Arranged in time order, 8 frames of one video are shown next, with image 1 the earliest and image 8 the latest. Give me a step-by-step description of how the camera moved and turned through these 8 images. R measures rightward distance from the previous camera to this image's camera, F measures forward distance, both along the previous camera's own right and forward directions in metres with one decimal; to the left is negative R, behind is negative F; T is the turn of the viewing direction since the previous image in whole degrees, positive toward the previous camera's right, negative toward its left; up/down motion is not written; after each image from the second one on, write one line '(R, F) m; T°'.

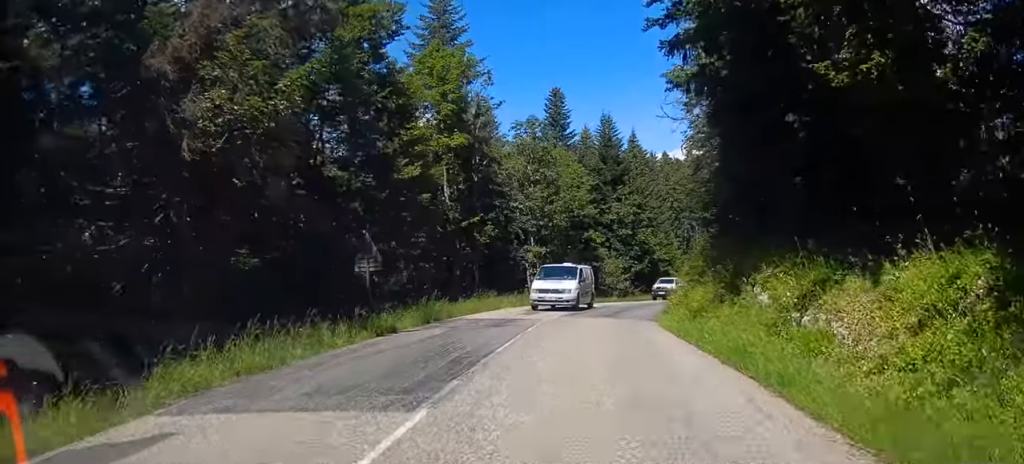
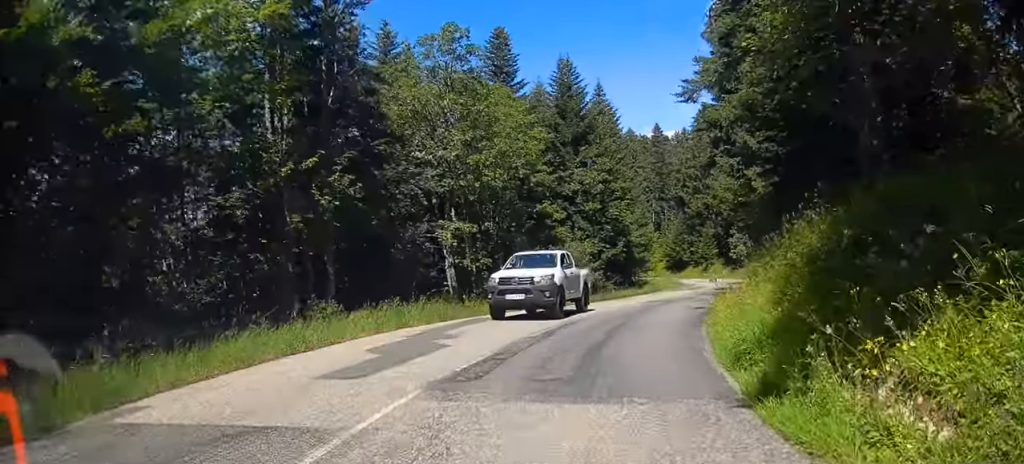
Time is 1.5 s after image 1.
(+1.4, +16.4) m; +8°
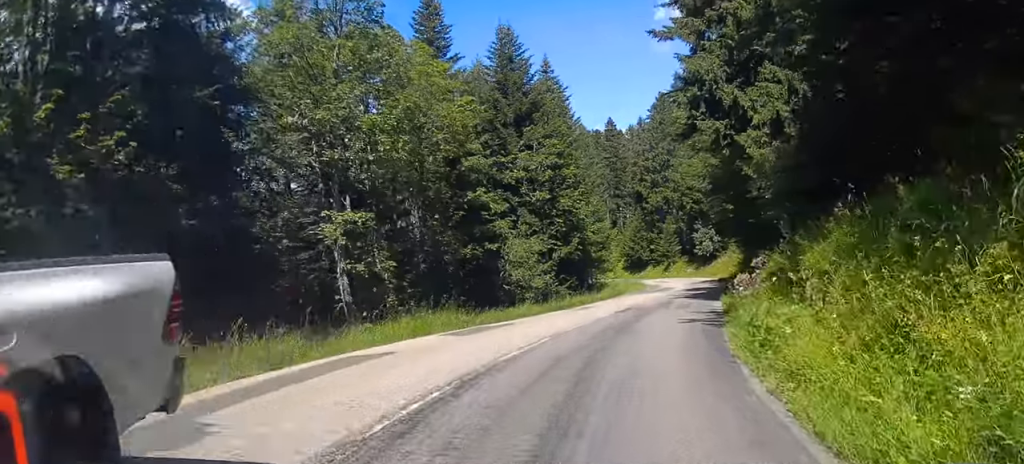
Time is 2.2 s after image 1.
(+0.2, +8.2) m; +2°
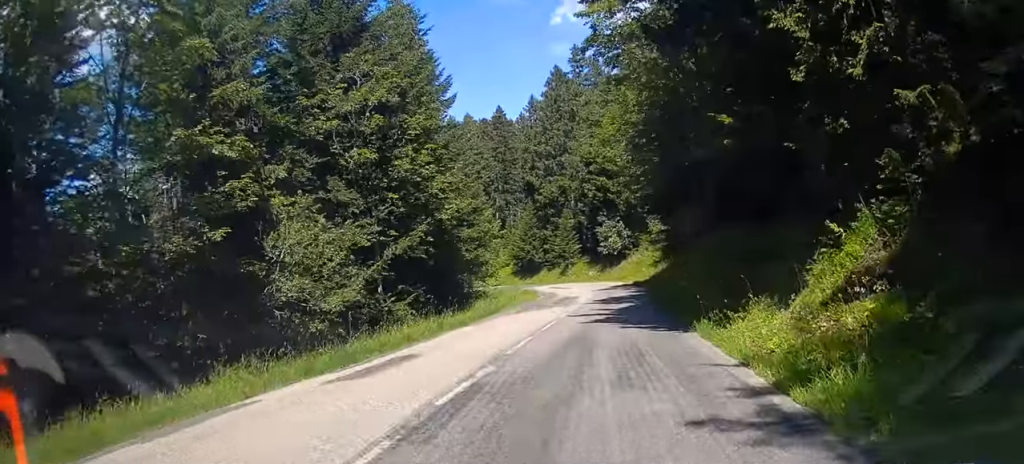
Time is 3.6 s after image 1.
(+0.2, +16.1) m; +4°
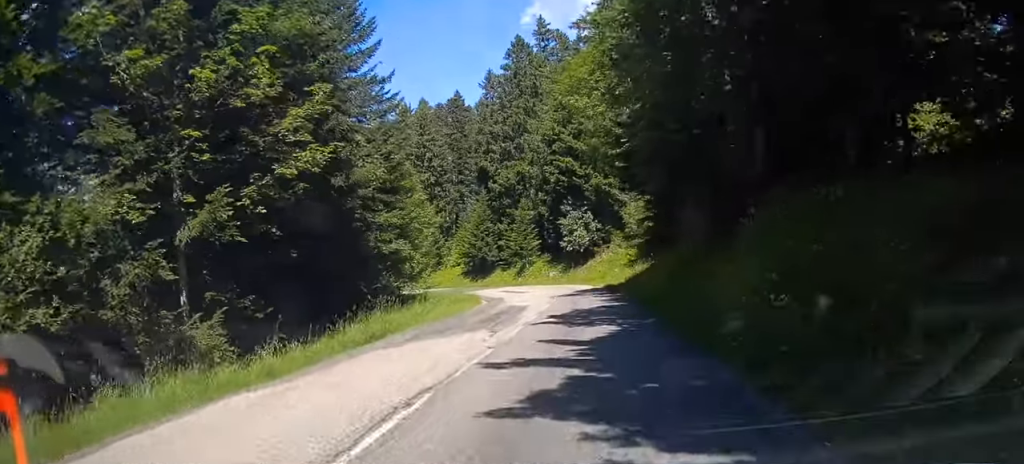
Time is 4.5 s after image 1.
(+0.7, +11.3) m; +4°
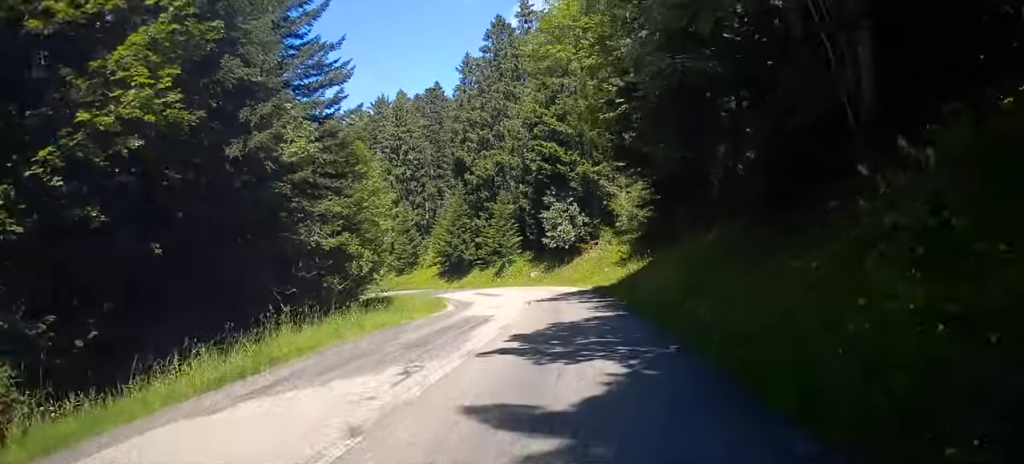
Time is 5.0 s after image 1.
(+0.1, +5.9) m; +1°
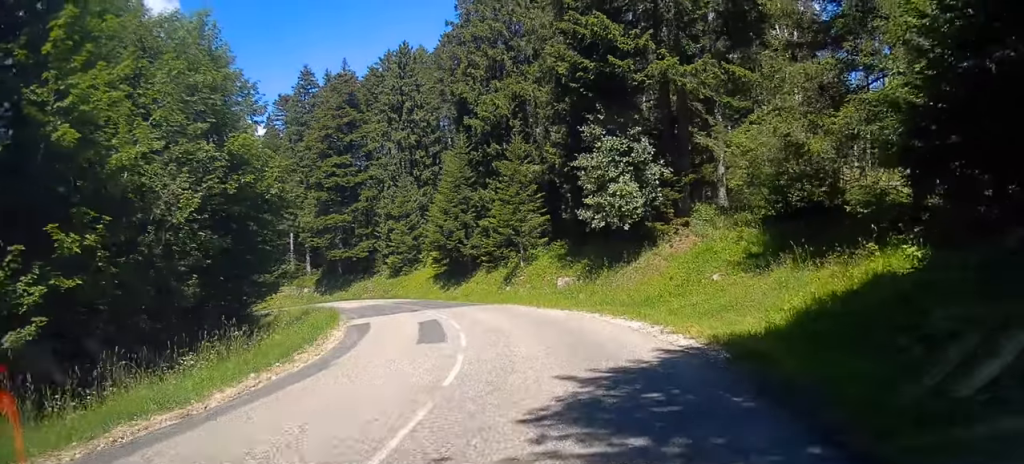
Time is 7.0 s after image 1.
(-0.7, +23.6) m; -6°
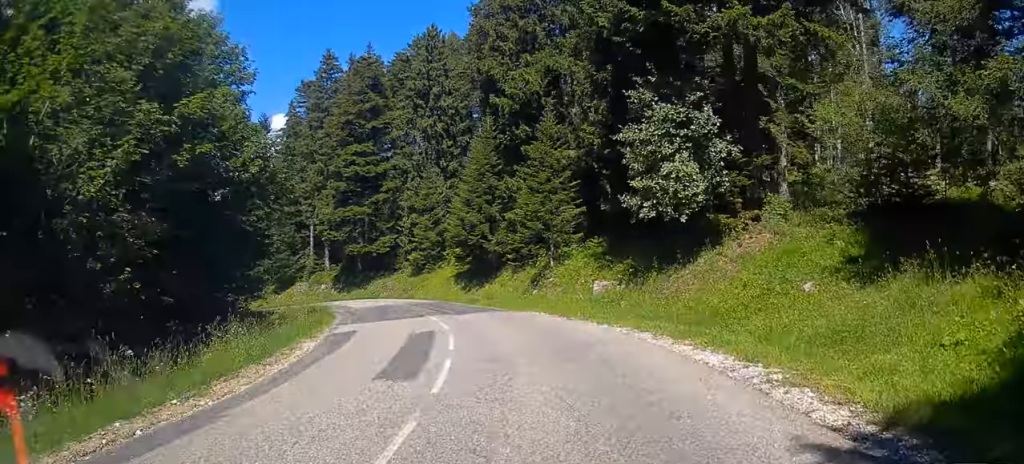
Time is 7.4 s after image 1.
(-0.2, +5.2) m; -2°
